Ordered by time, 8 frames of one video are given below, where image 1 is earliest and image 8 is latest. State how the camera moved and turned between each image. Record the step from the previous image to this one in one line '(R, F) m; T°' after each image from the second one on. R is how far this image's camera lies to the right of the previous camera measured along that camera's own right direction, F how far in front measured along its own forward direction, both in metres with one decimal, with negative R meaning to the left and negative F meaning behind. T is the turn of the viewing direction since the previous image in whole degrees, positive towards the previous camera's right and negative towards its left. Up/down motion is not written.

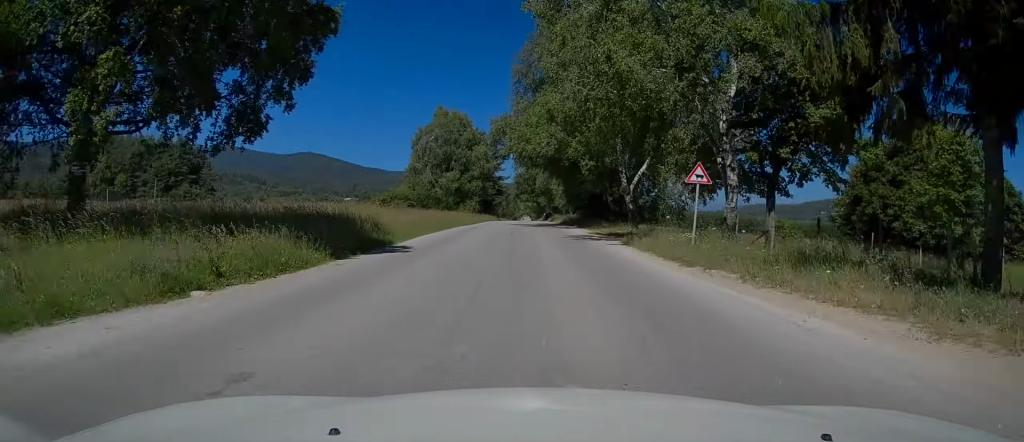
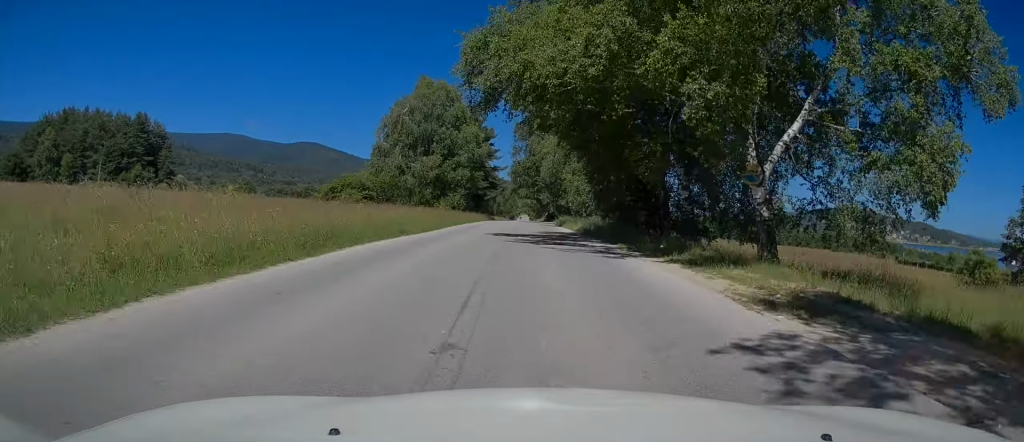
(+0.3, +20.6) m; +1°
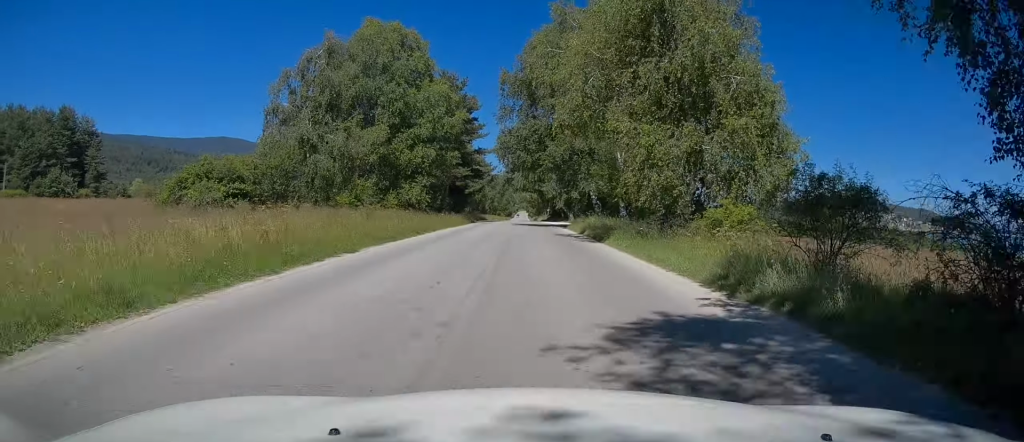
(0.0, +26.3) m; 0°
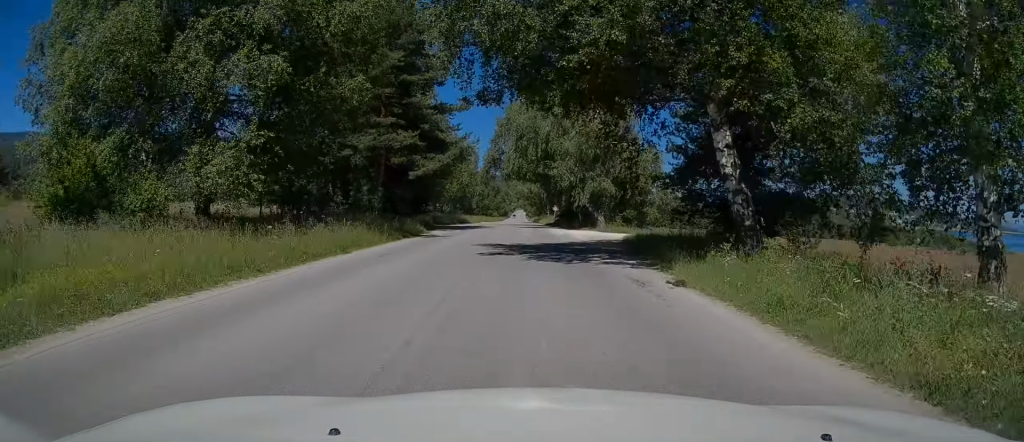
(0.0, +31.0) m; 0°
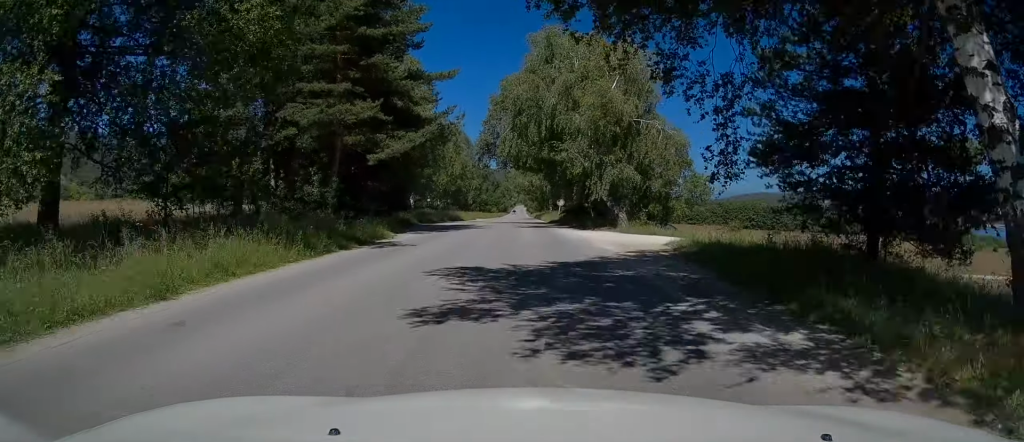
(0.0, +9.3) m; 0°
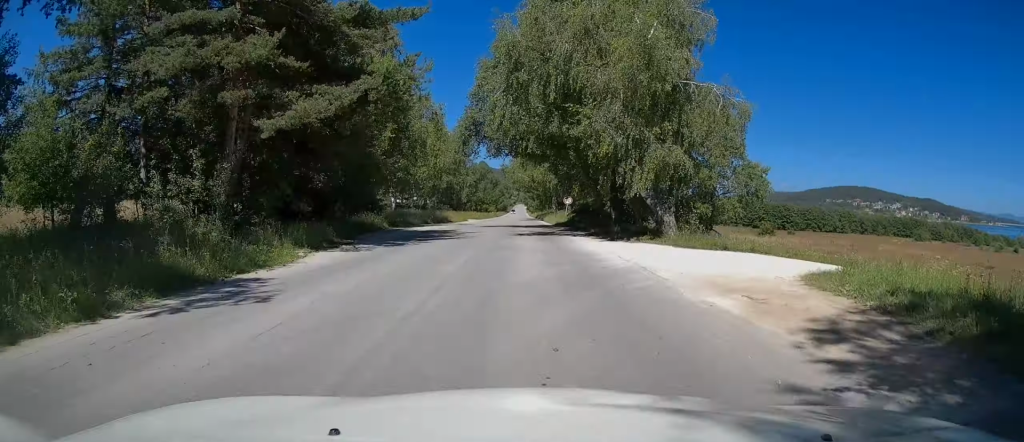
(0.0, +11.0) m; 0°
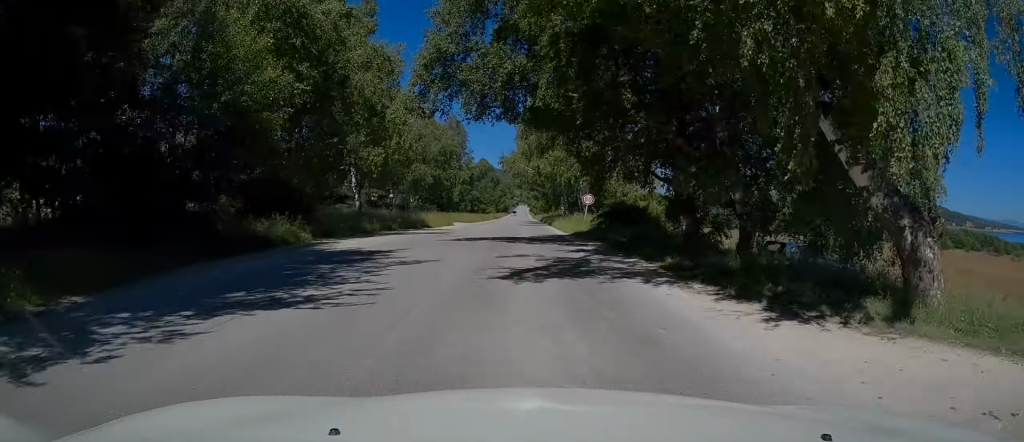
(0.0, +15.0) m; 0°
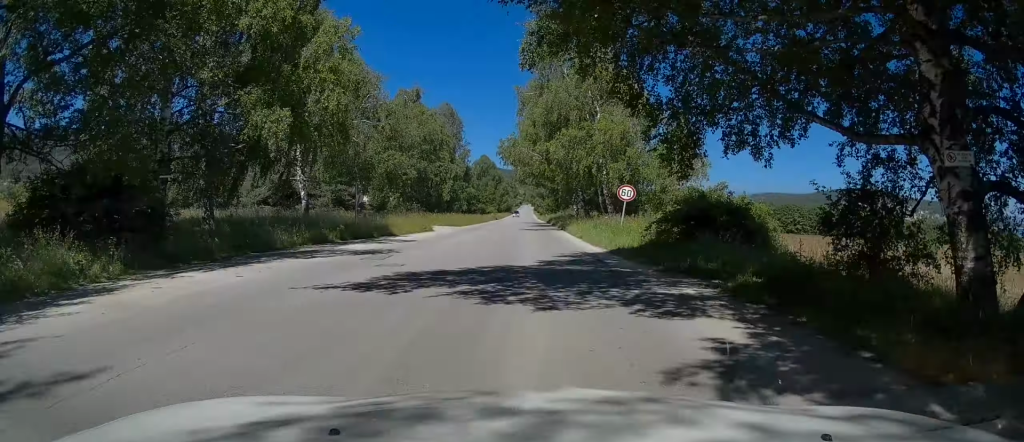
(0.0, +13.1) m; 0°
